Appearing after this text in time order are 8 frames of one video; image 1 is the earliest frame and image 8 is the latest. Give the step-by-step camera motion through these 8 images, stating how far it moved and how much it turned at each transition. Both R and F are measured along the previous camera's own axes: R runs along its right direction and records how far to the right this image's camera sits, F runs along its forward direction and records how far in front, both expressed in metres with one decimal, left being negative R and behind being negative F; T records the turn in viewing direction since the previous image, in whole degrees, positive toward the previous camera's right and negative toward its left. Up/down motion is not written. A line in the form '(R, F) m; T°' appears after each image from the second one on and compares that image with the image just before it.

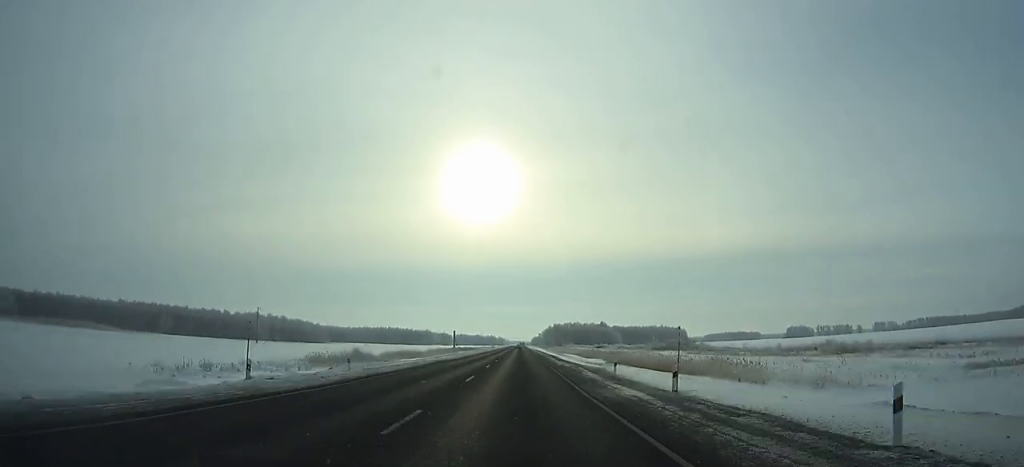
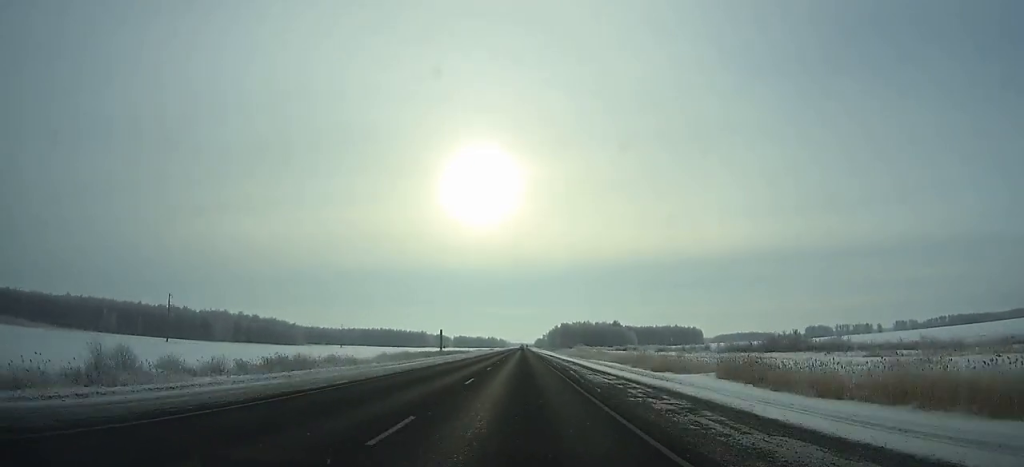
(0.0, +60.8) m; 0°
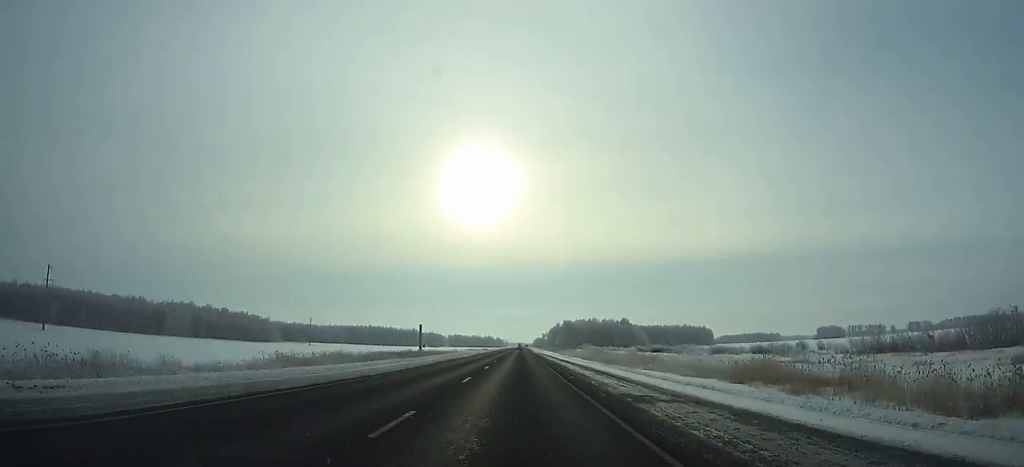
(0.0, +47.7) m; 0°
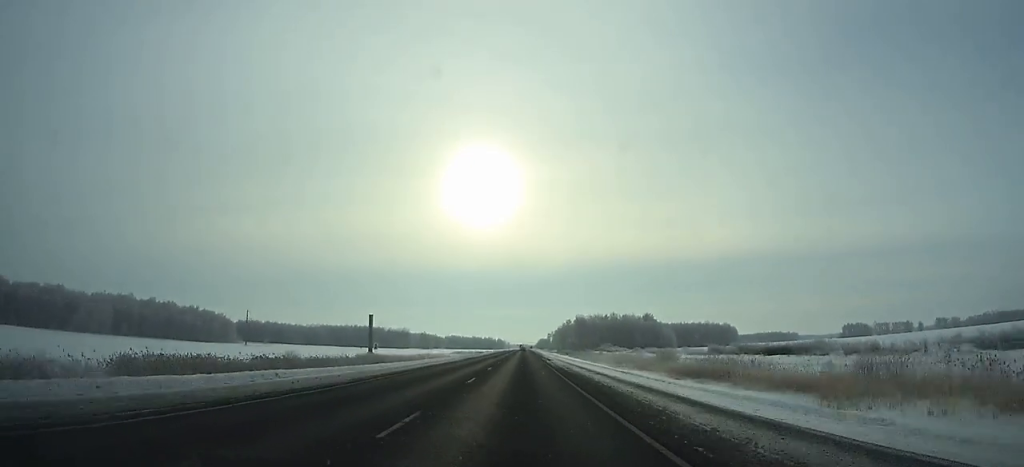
(+0.1, +72.0) m; 0°
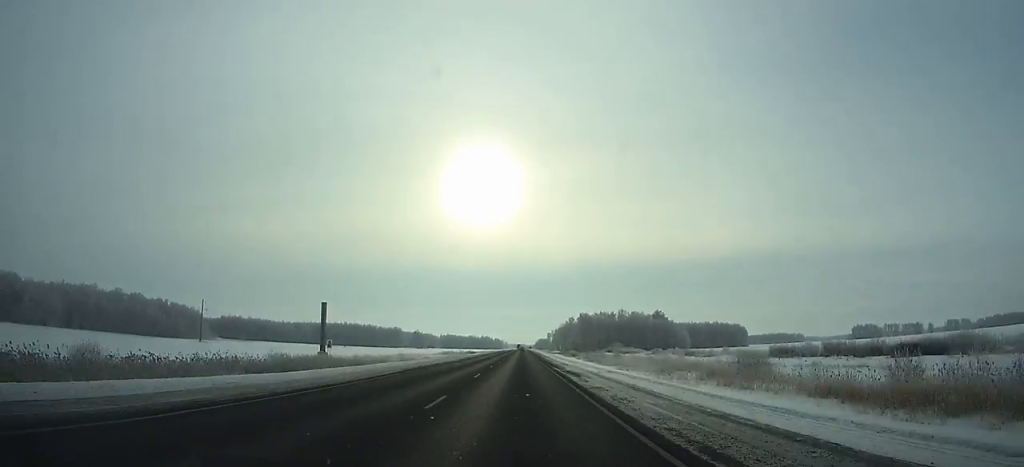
(0.0, +32.1) m; 0°
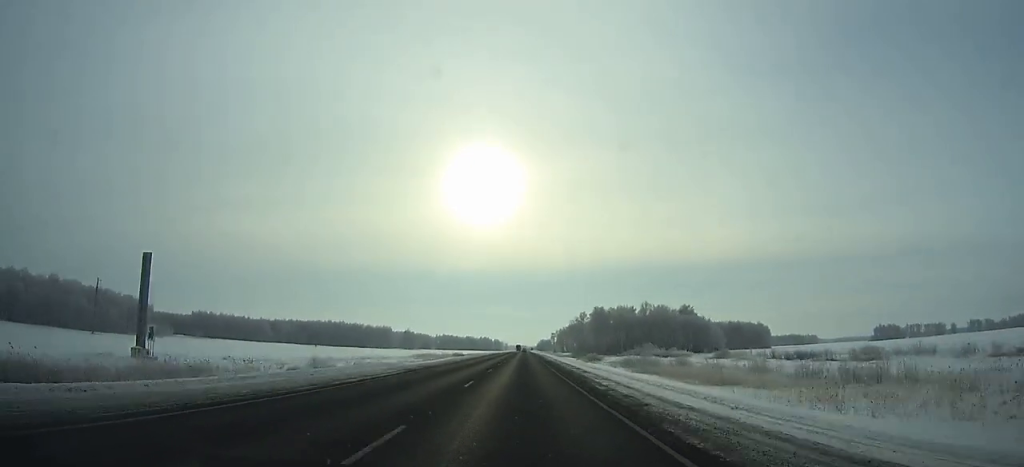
(-0.1, +53.7) m; 0°
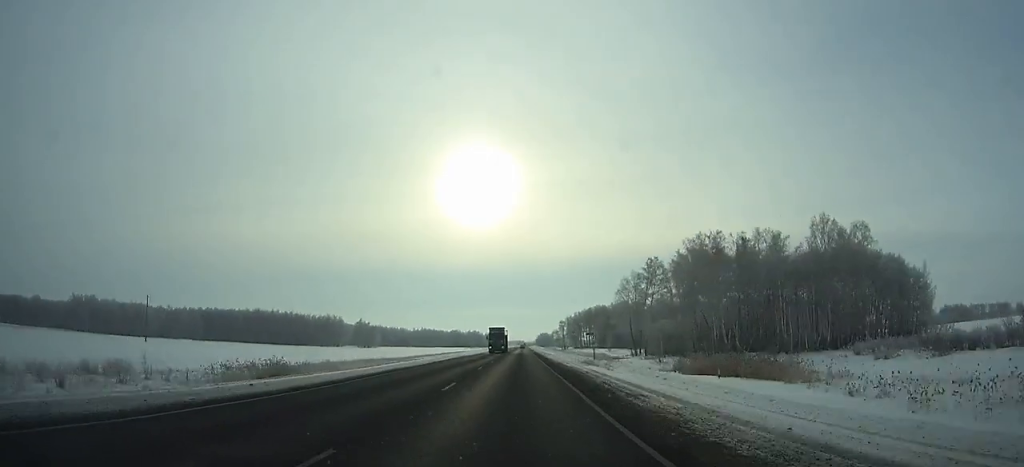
(+0.3, +145.9) m; 0°
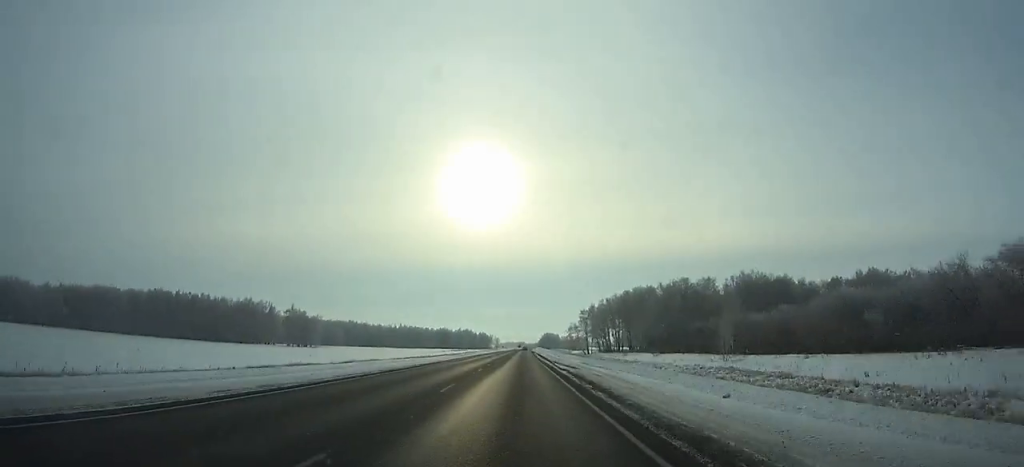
(-0.2, +119.3) m; 0°
